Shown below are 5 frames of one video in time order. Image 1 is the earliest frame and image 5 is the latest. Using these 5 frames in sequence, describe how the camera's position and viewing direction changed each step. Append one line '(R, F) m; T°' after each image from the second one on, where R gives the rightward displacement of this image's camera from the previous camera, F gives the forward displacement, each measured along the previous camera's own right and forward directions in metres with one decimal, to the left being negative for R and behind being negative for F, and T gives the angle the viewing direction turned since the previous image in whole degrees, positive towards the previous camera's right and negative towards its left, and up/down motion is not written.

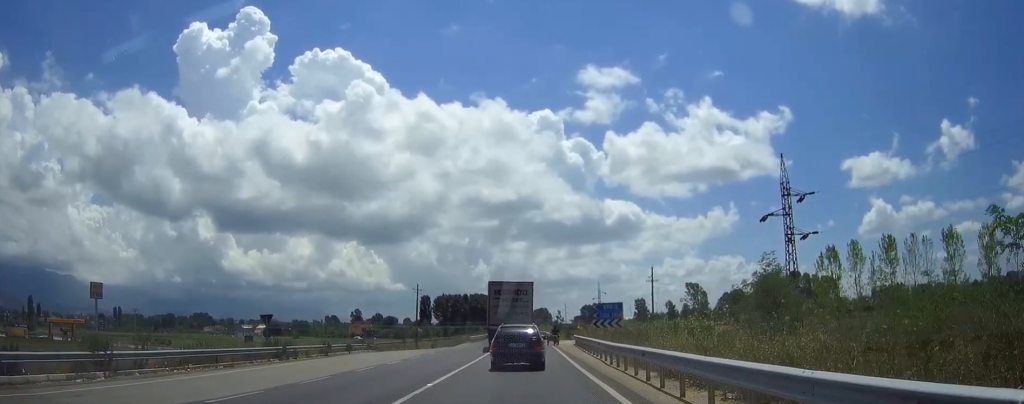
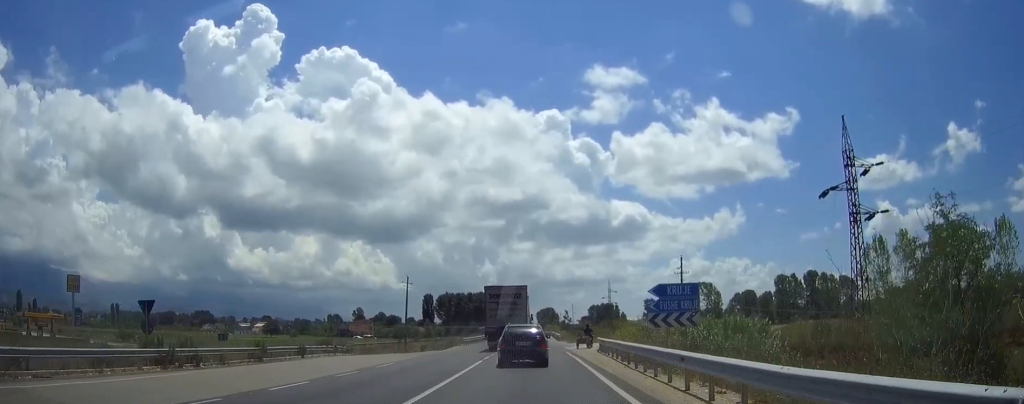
(-0.2, +14.5) m; -1°
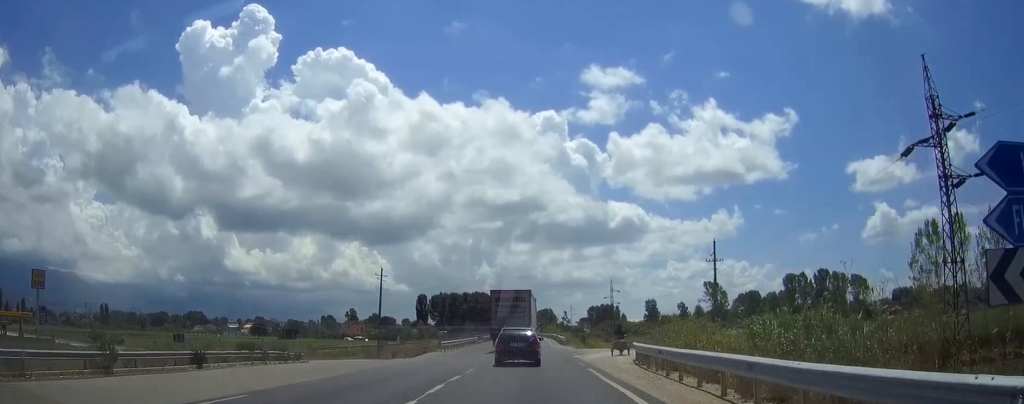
(+0.1, +15.4) m; 0°
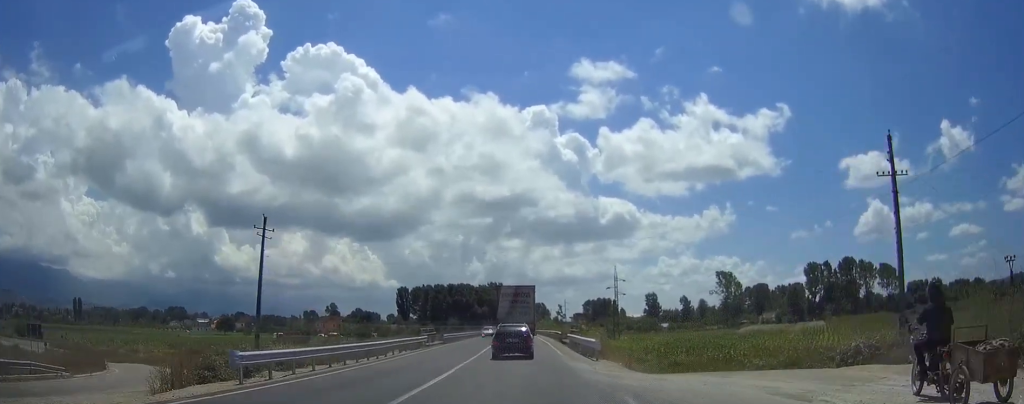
(-0.1, +34.6) m; 0°
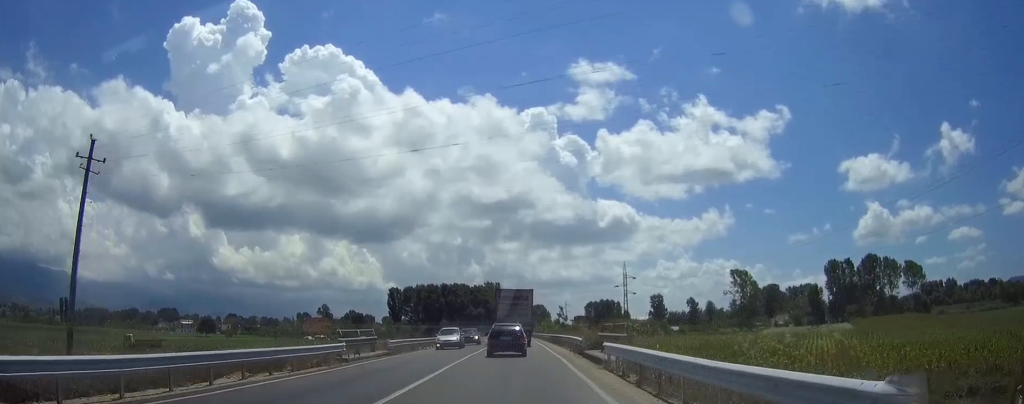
(+0.3, +21.1) m; +1°
